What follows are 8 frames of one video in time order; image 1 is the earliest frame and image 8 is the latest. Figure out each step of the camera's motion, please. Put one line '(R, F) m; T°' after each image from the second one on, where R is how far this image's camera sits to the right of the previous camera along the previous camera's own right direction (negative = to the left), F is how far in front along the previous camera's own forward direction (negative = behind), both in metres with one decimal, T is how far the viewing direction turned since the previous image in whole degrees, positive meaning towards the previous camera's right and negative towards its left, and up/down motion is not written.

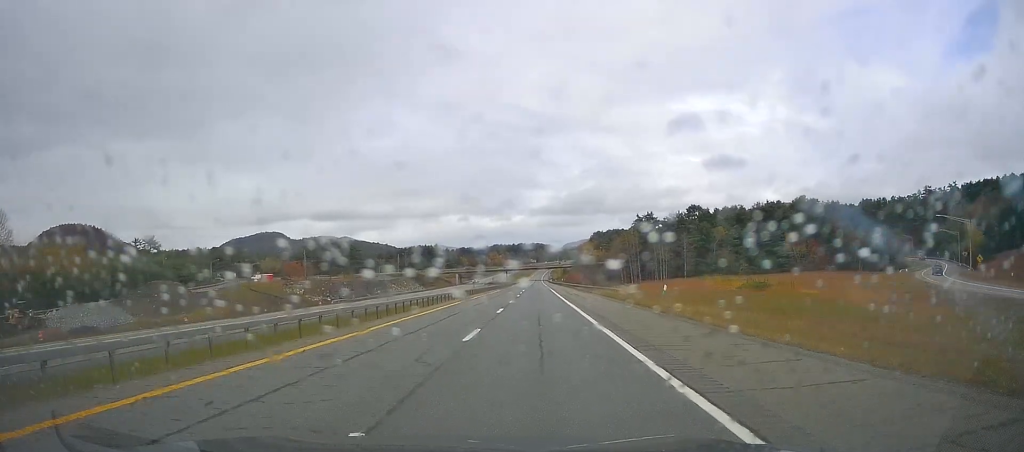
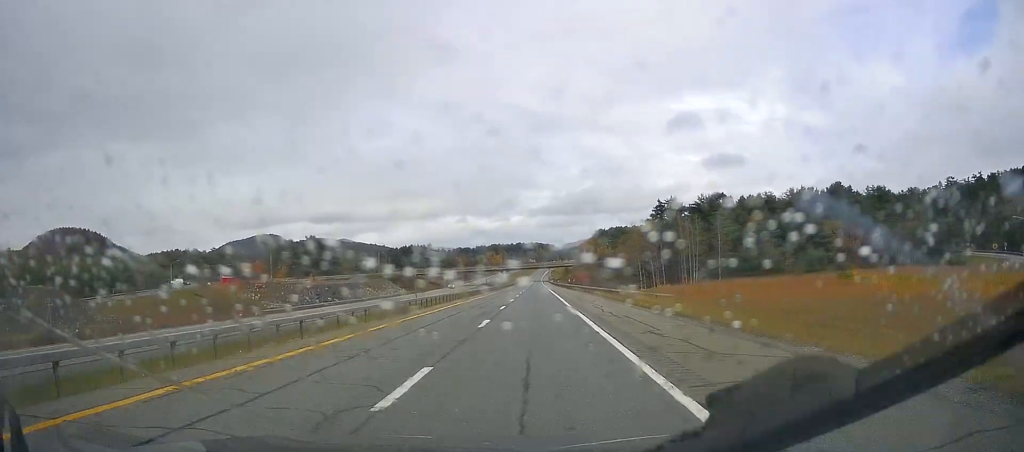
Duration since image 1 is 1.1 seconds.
(0.0, +32.3) m; 0°
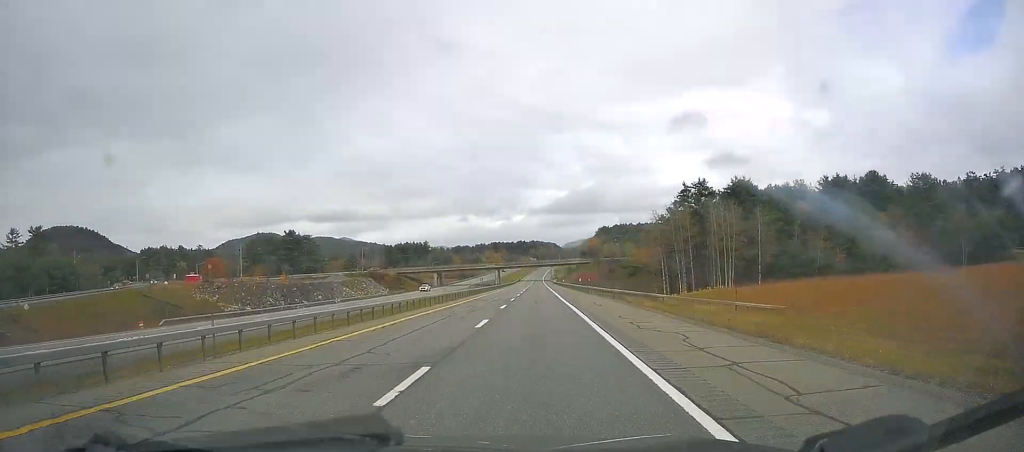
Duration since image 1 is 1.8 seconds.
(+0.2, +24.3) m; 0°
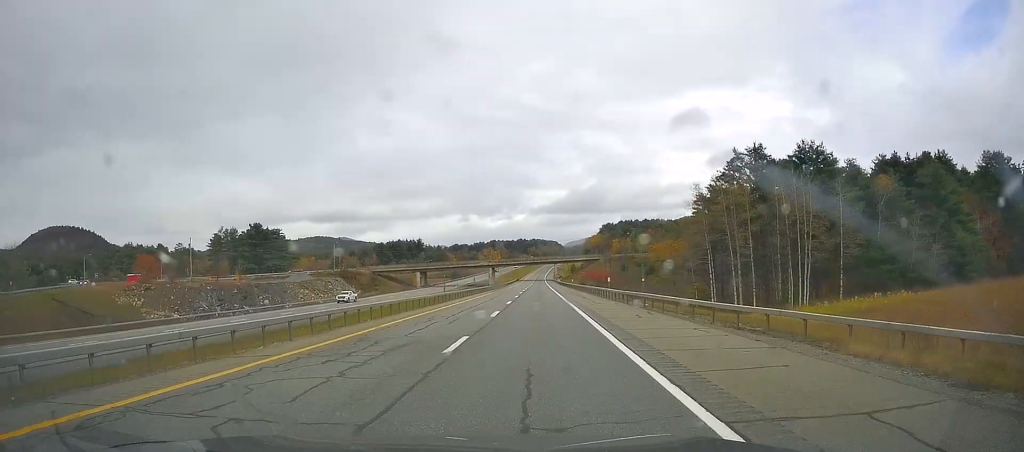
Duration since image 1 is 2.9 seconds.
(-0.1, +31.7) m; 0°
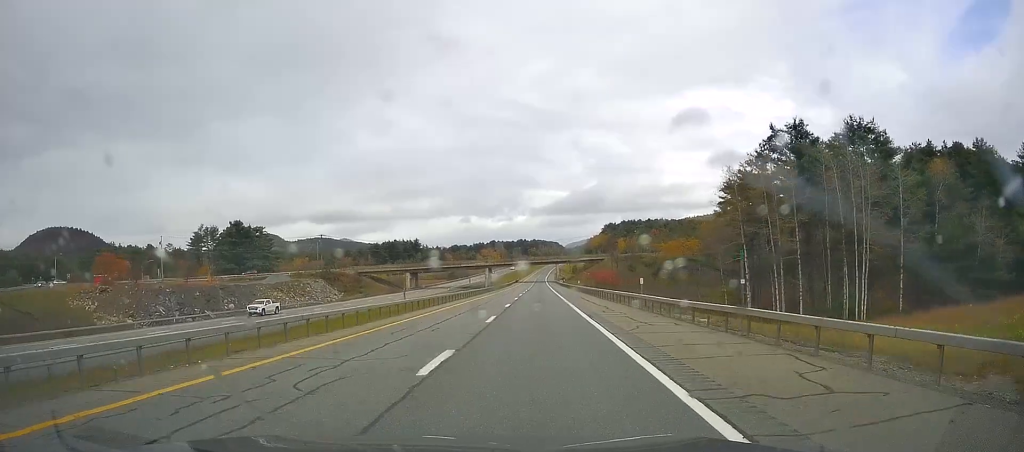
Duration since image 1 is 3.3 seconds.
(0.0, +15.0) m; 0°
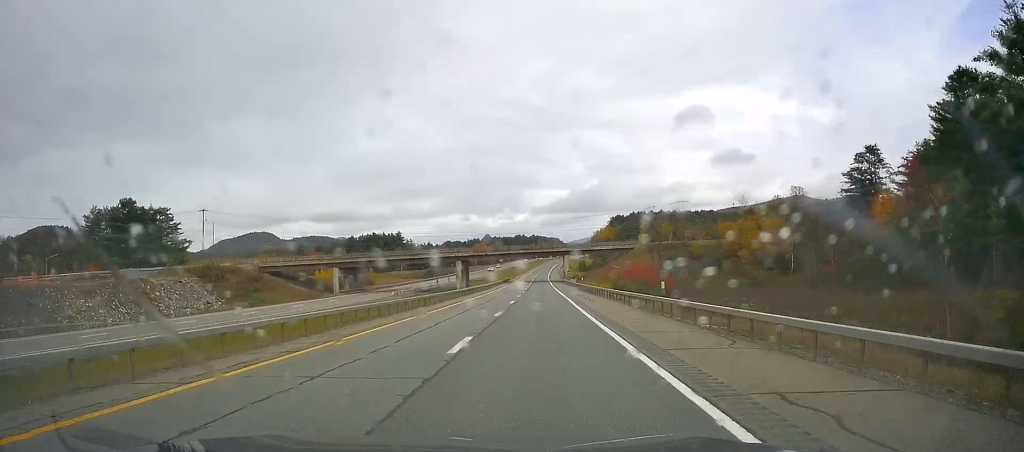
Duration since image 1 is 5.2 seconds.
(+0.2, +58.5) m; 0°
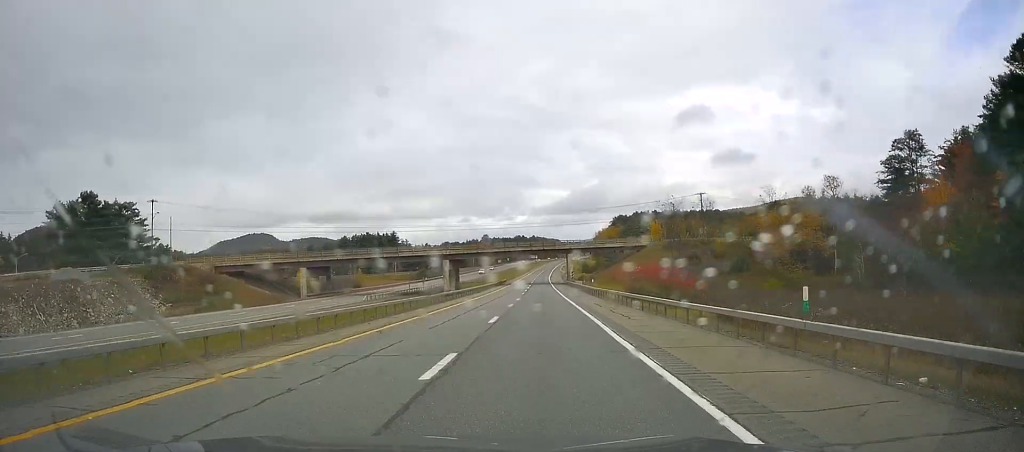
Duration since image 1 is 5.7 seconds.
(0.0, +15.4) m; 0°
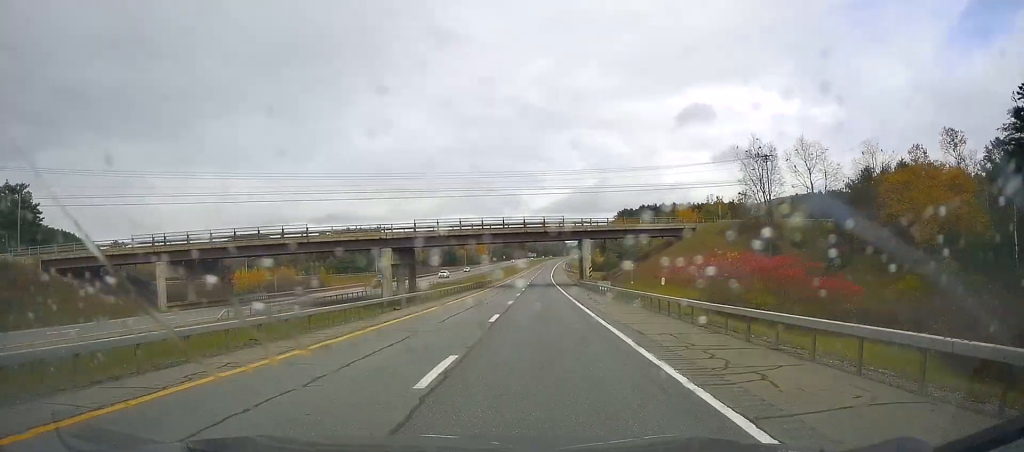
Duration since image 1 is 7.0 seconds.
(-0.2, +37.5) m; 0°
